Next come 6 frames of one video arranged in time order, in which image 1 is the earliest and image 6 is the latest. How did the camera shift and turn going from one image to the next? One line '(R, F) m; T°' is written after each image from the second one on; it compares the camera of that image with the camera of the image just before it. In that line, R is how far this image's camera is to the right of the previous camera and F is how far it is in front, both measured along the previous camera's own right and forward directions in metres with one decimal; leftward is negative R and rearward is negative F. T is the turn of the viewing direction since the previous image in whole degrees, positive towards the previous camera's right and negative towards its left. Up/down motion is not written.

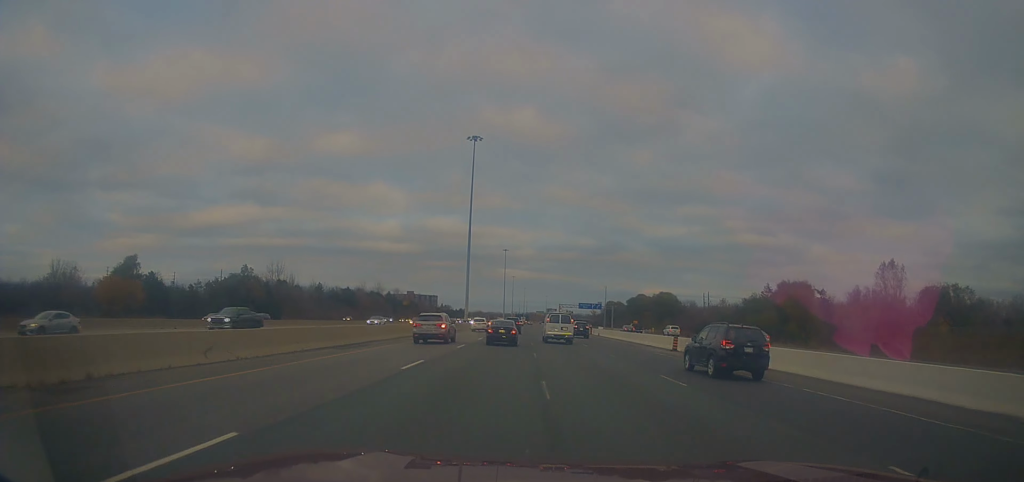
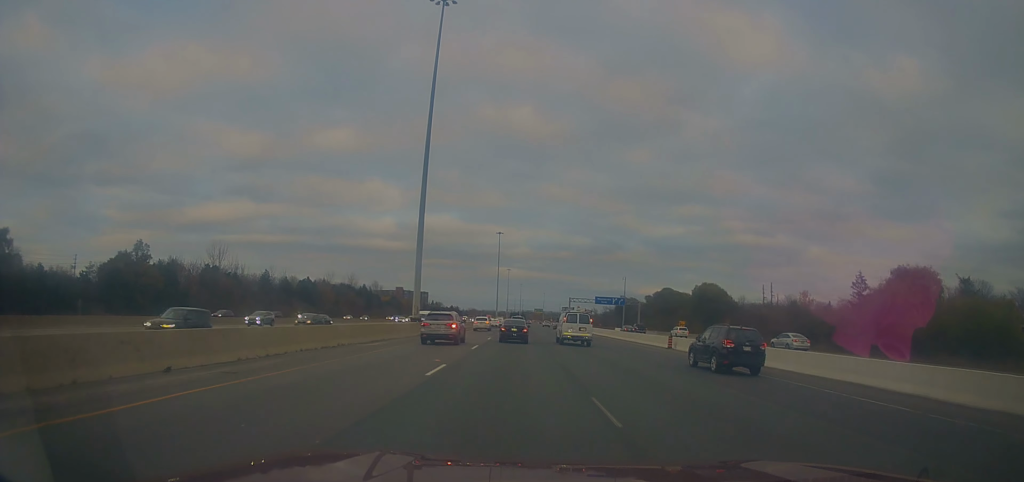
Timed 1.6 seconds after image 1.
(+0.8, +50.6) m; +2°
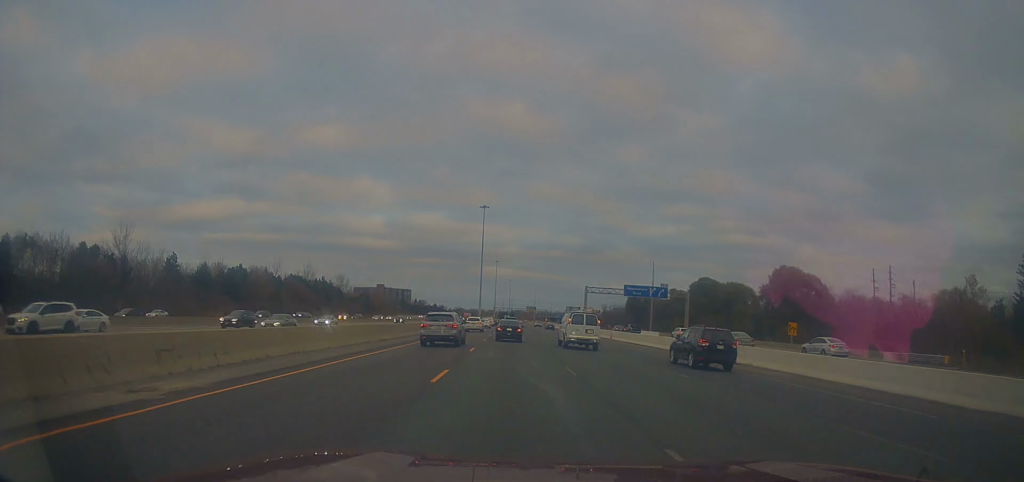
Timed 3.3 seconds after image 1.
(+0.6, +52.5) m; 0°
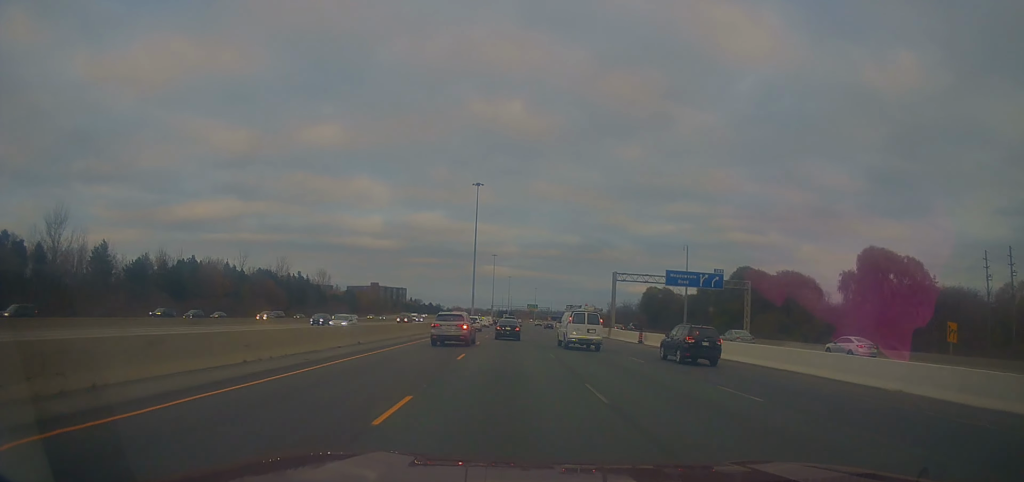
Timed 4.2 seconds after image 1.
(-0.5, +29.2) m; -1°
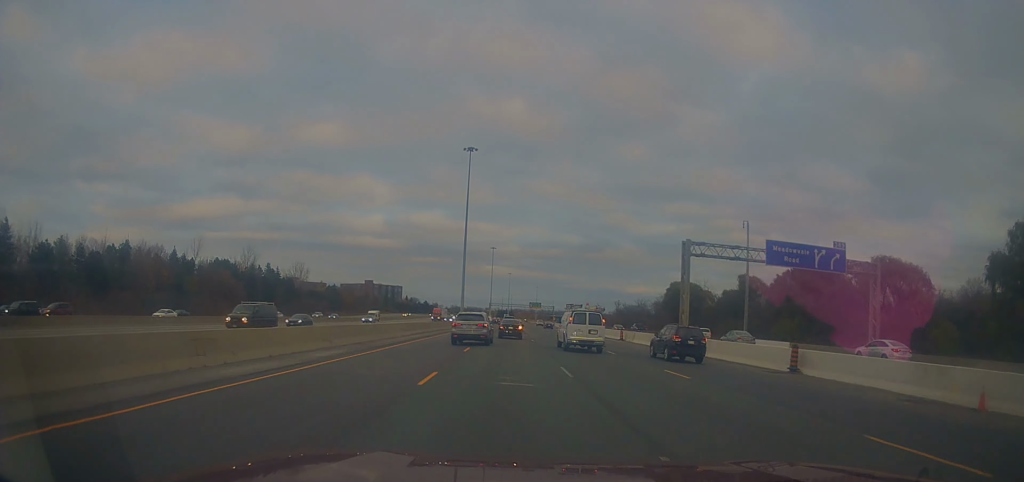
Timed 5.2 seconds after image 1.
(0.0, +31.2) m; +1°
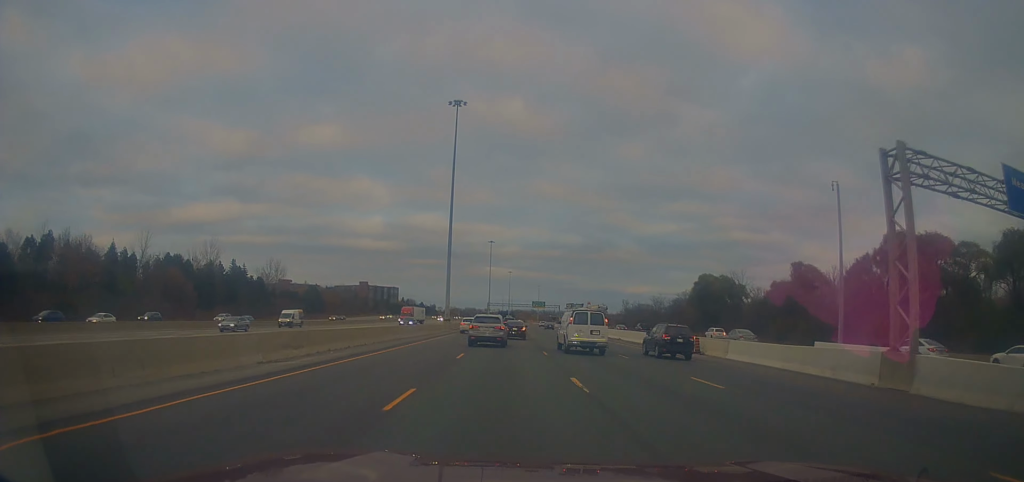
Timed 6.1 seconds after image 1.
(+0.4, +27.0) m; 0°
